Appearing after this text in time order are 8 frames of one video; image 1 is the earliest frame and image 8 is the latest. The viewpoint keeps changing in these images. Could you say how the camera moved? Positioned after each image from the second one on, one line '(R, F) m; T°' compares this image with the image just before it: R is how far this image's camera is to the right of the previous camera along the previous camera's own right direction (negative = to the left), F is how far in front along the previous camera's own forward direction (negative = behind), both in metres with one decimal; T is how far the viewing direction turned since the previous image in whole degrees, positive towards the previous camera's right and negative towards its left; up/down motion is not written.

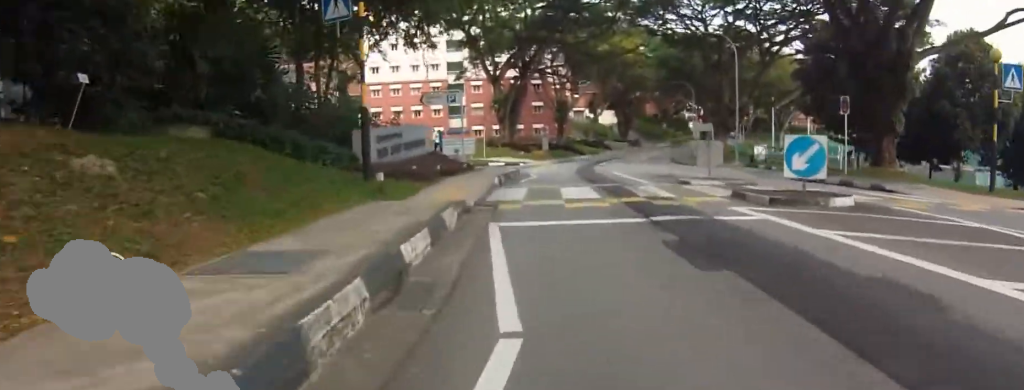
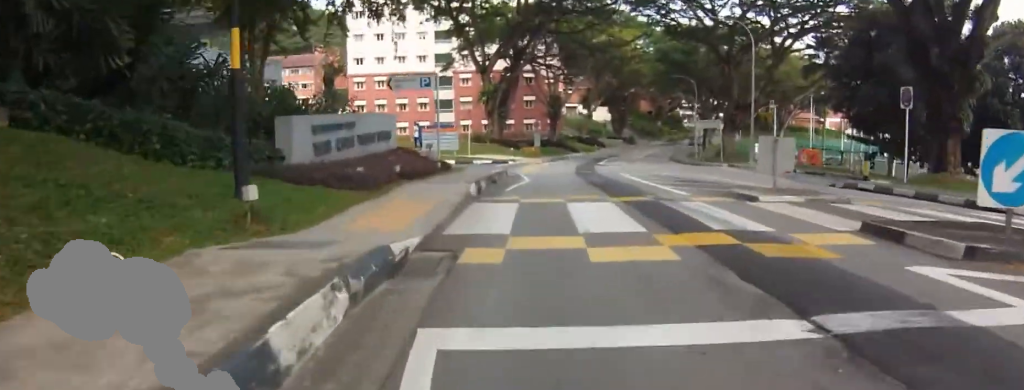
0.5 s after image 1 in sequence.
(-0.2, +2.7) m; -7°
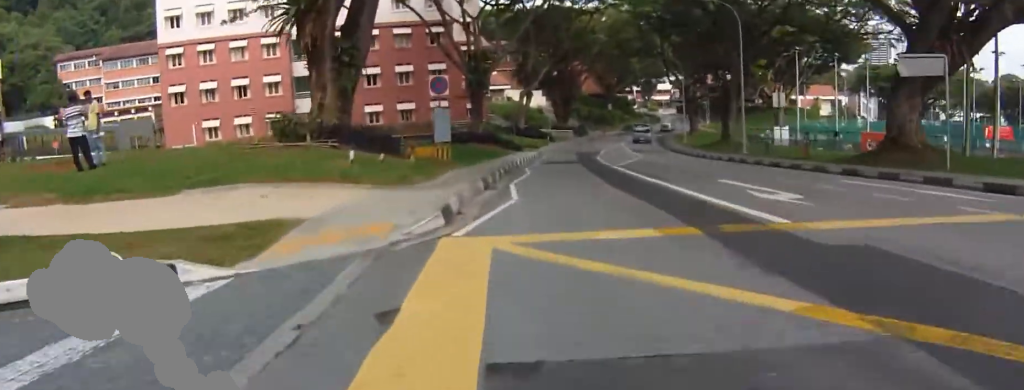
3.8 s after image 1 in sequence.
(+8.3, +24.4) m; +26°
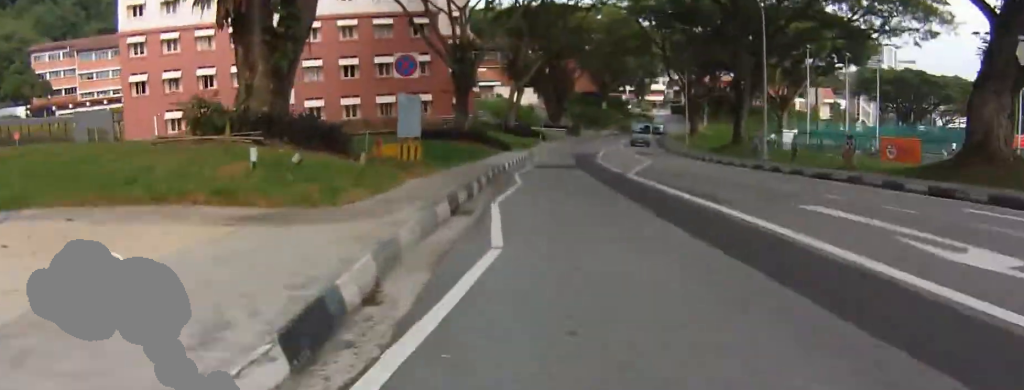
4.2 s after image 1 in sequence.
(0.0, +4.0) m; -4°
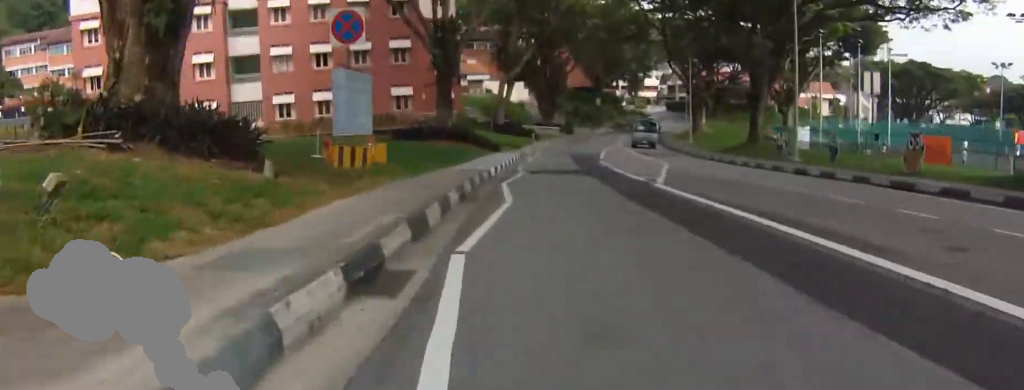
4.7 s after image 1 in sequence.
(-0.1, +4.1) m; 0°
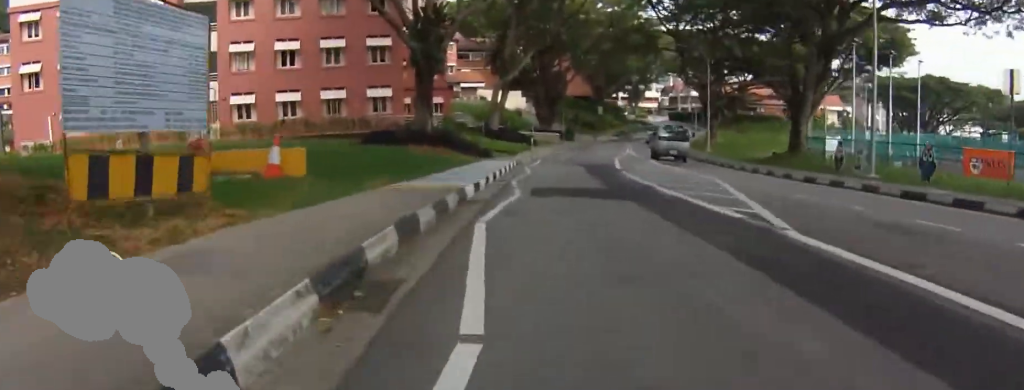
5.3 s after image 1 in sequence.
(-0.6, +5.8) m; +5°
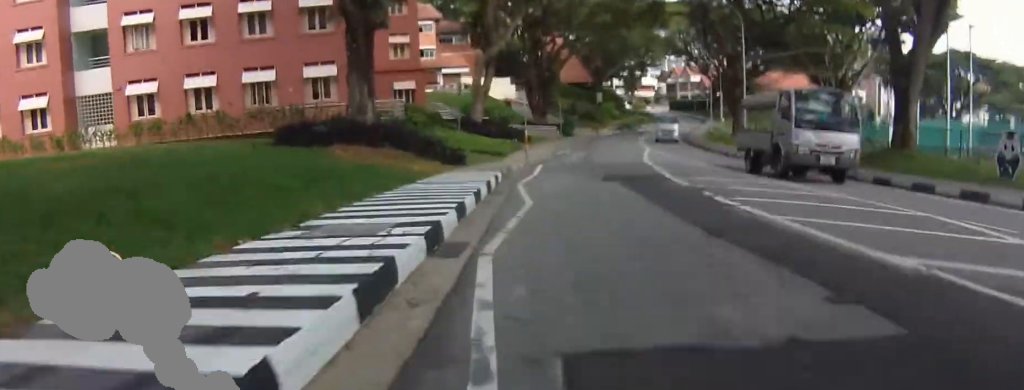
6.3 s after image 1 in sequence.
(+1.5, +9.0) m; +7°
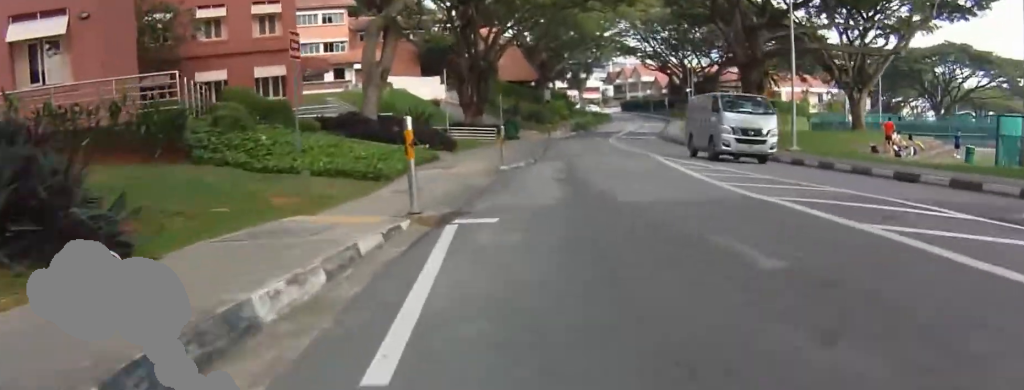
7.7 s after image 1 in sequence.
(0.0, +14.1) m; +4°
